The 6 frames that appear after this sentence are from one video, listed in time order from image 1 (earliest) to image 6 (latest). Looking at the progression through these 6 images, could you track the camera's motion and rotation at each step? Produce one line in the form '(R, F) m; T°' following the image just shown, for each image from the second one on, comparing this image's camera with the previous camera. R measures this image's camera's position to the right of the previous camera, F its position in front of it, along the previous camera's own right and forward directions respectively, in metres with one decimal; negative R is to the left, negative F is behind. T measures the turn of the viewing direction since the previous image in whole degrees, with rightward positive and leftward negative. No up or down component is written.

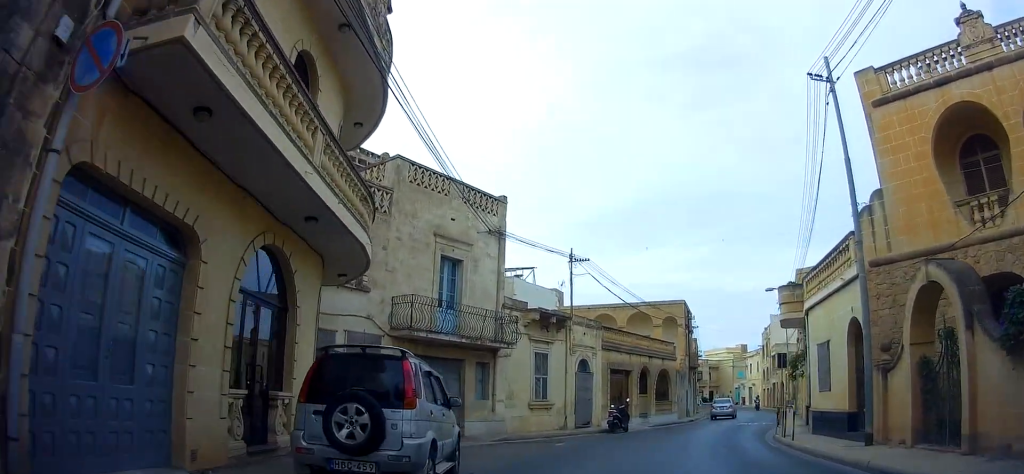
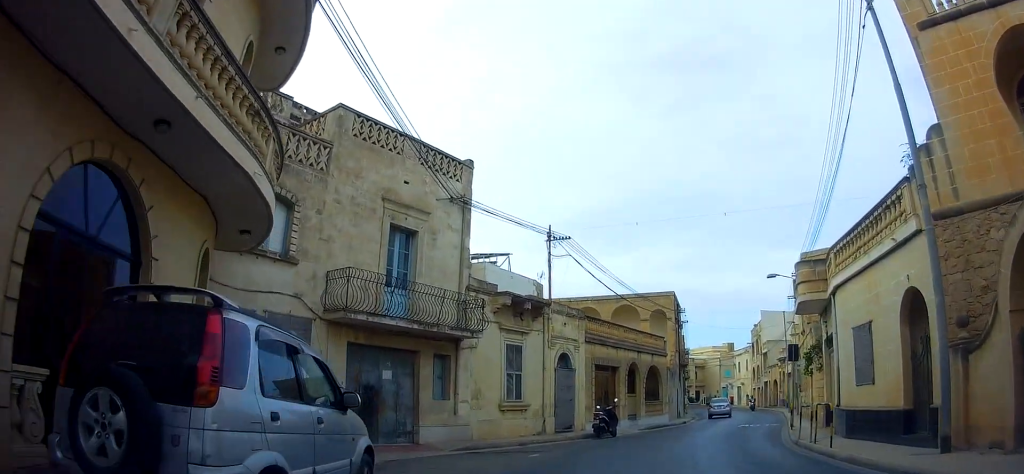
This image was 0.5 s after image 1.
(0.0, +3.2) m; 0°
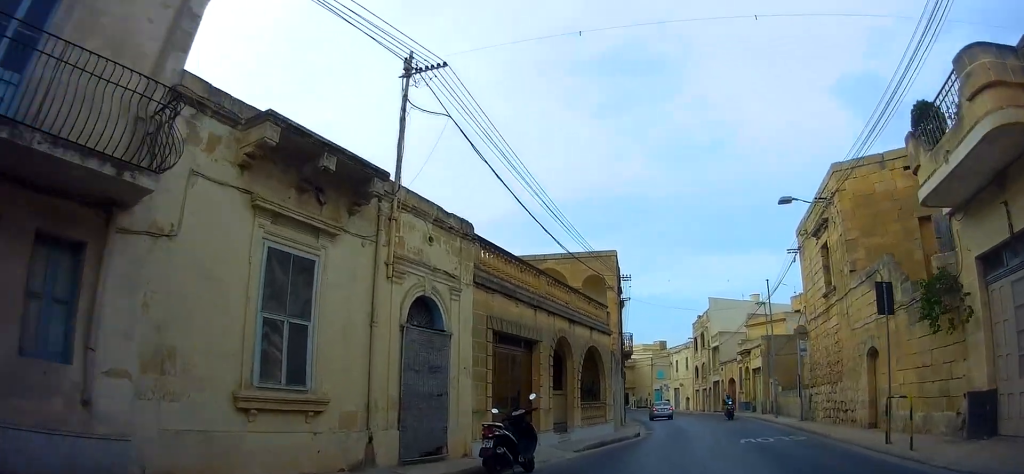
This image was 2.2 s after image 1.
(+0.1, +10.2) m; +6°
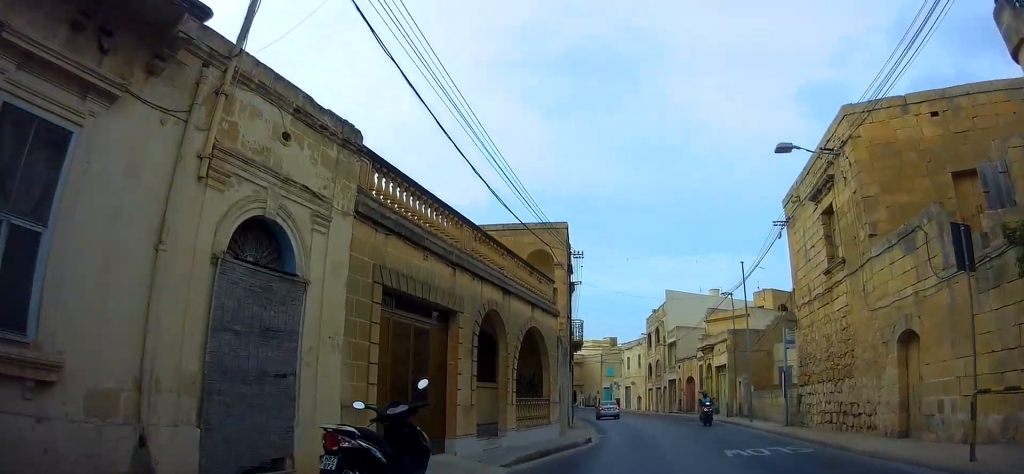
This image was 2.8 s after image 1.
(+0.3, +3.7) m; +3°
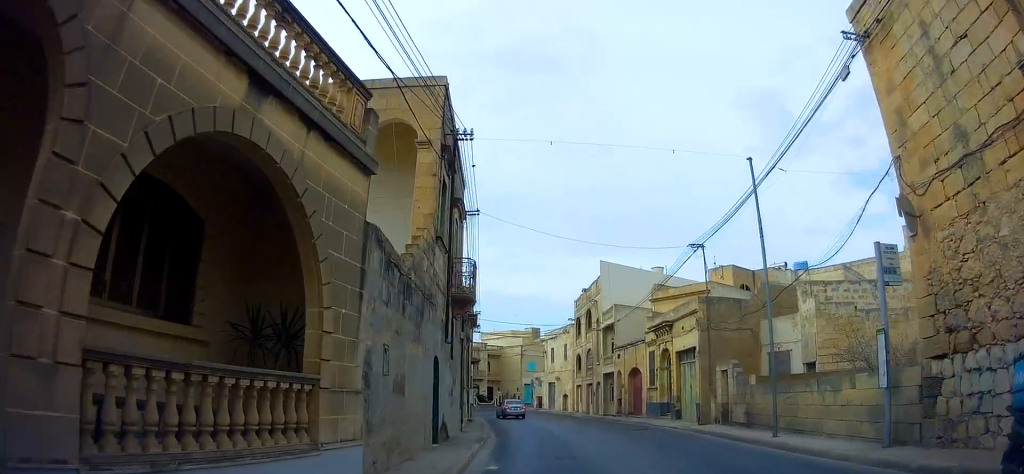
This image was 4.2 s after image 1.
(+0.4, +10.1) m; +7°
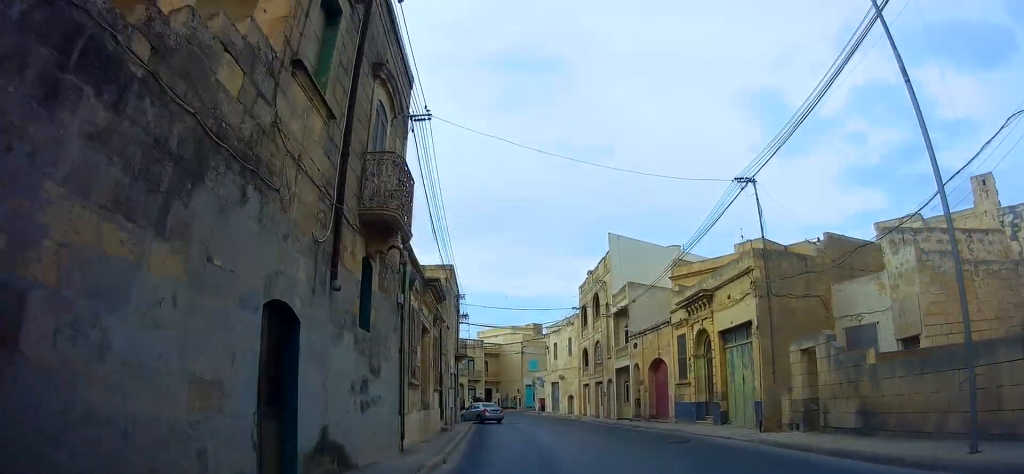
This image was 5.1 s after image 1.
(+0.5, +6.5) m; +3°
